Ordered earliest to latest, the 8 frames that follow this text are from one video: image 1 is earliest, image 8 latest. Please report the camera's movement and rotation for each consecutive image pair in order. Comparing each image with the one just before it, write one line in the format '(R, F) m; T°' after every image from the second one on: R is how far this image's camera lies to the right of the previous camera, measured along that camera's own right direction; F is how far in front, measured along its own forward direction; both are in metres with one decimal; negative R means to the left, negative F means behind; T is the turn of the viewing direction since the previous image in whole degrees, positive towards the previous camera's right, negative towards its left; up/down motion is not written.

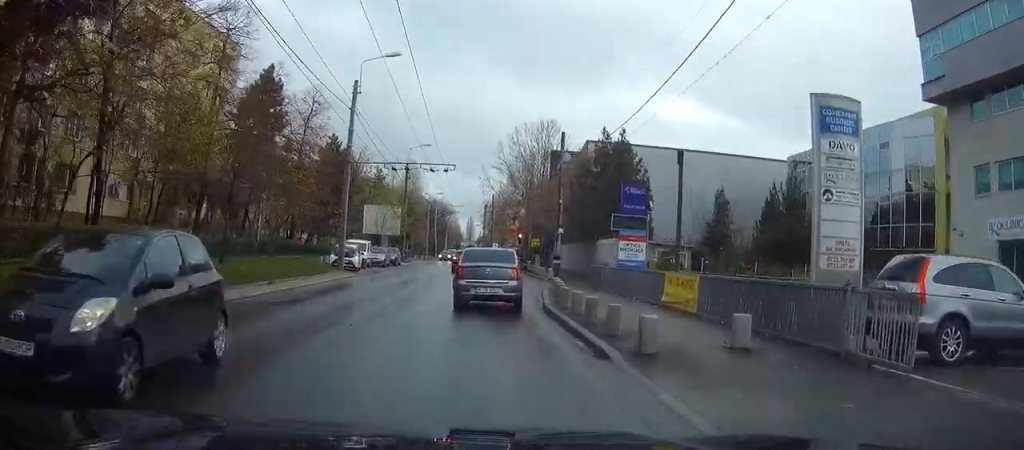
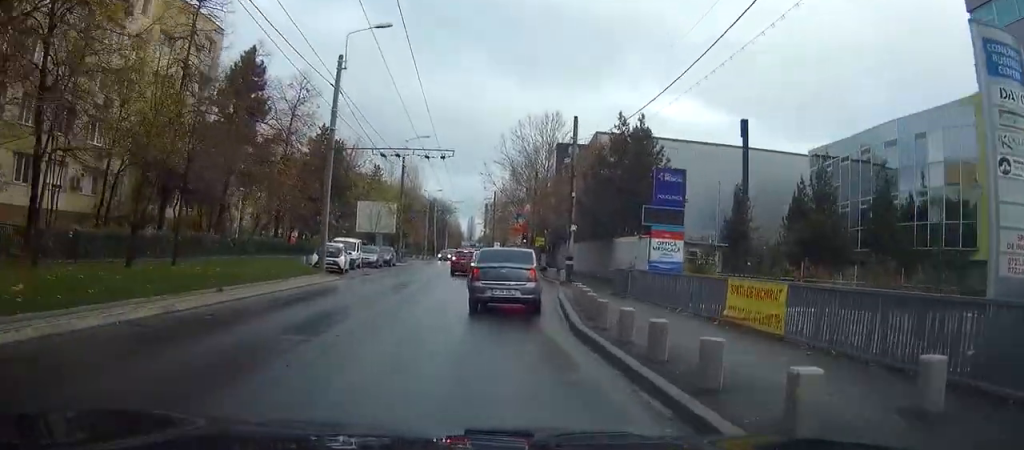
(0.0, +5.0) m; 0°
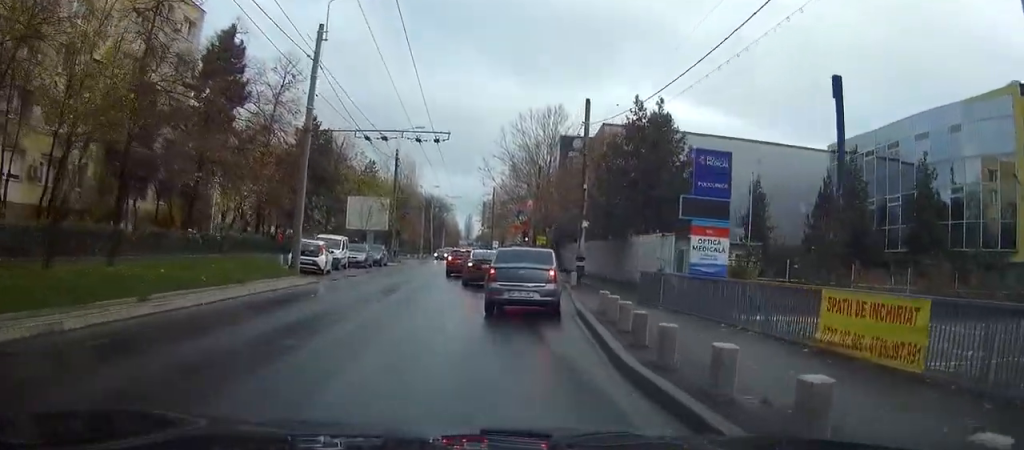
(+0.1, +4.5) m; -1°
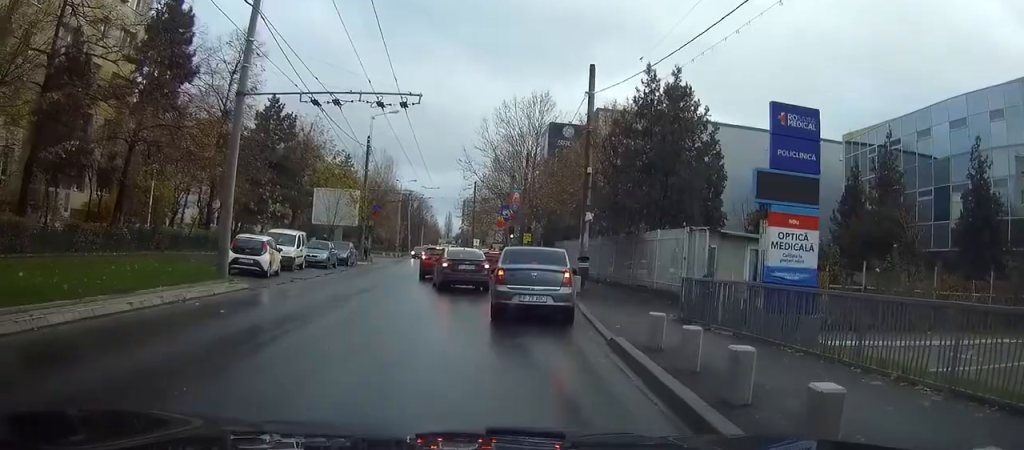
(-0.2, +6.2) m; -3°
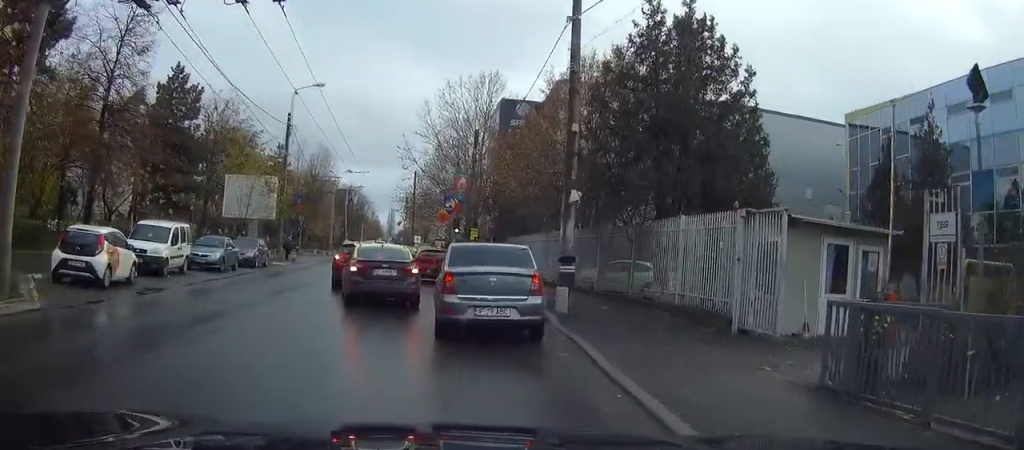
(+0.3, +8.8) m; +7°
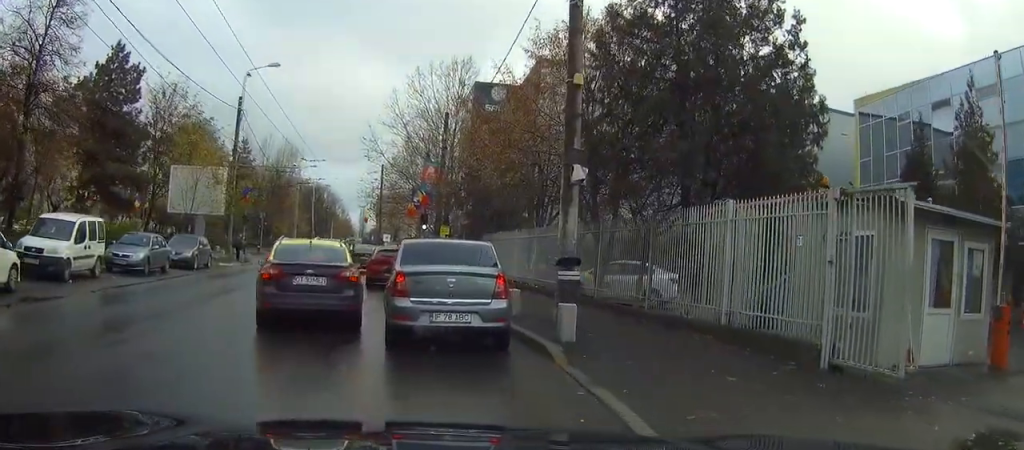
(+0.3, +5.1) m; +7°
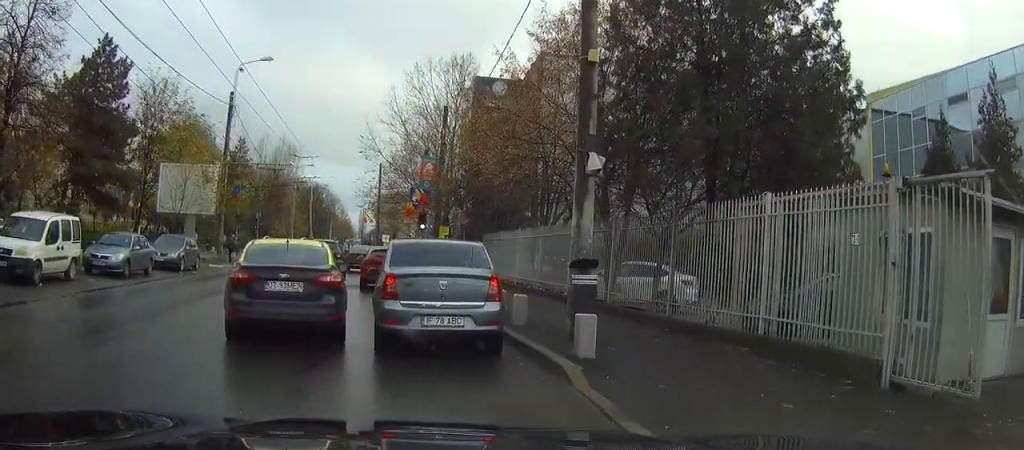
(+0.1, +1.6) m; +2°
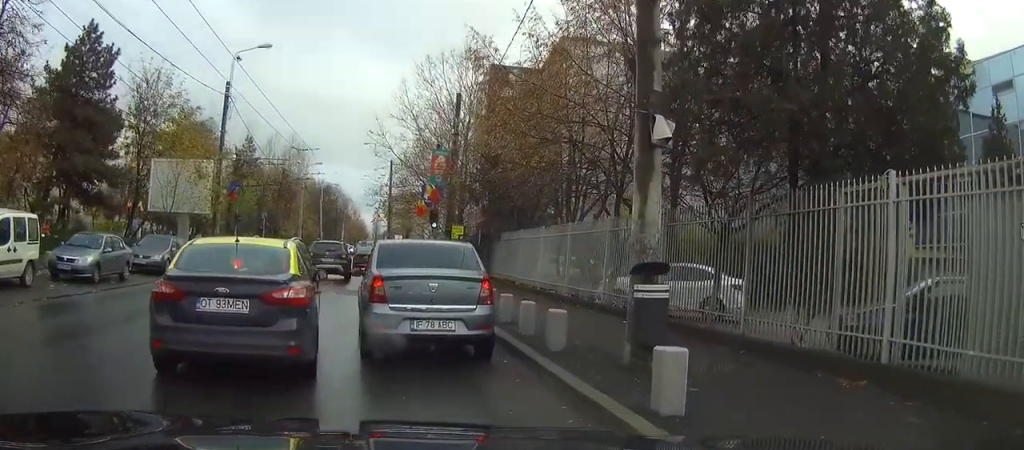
(+0.1, +2.9) m; +3°
